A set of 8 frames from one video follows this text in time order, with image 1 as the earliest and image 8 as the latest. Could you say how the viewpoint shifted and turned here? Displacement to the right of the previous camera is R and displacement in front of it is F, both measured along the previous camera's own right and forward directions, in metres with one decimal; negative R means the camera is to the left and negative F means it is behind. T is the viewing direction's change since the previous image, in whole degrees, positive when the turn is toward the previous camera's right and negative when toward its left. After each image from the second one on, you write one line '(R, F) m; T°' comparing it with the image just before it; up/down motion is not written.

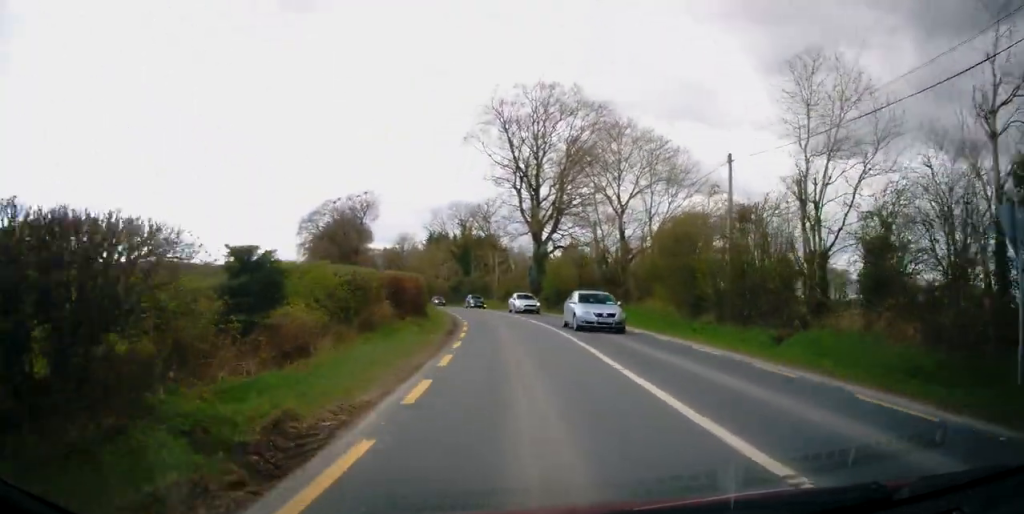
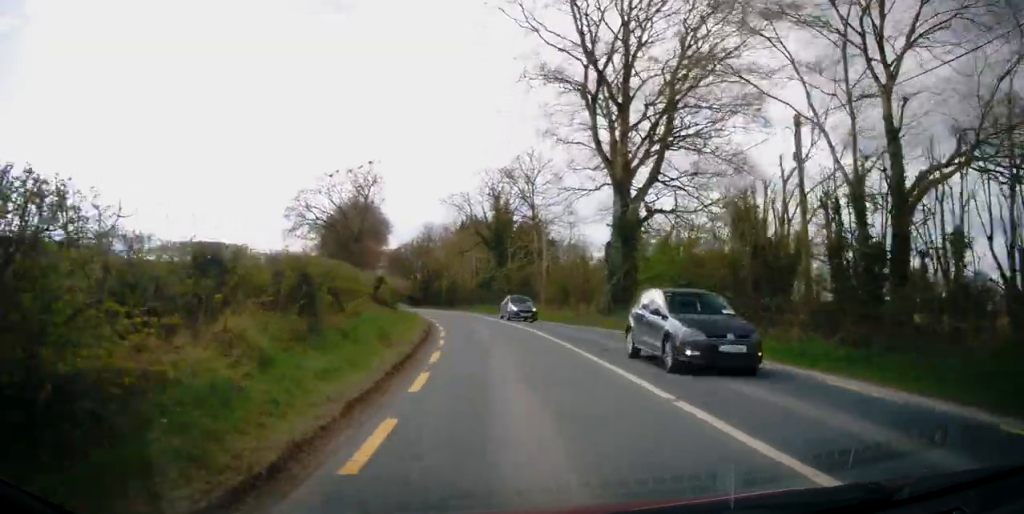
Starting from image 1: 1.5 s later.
(-0.9, +26.6) m; -5°
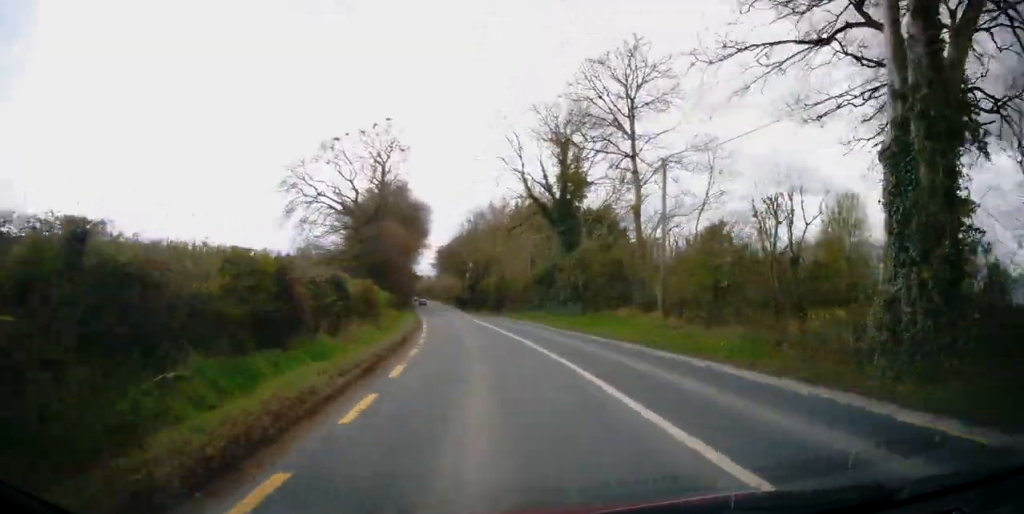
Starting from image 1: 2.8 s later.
(-0.9, +22.0) m; -5°
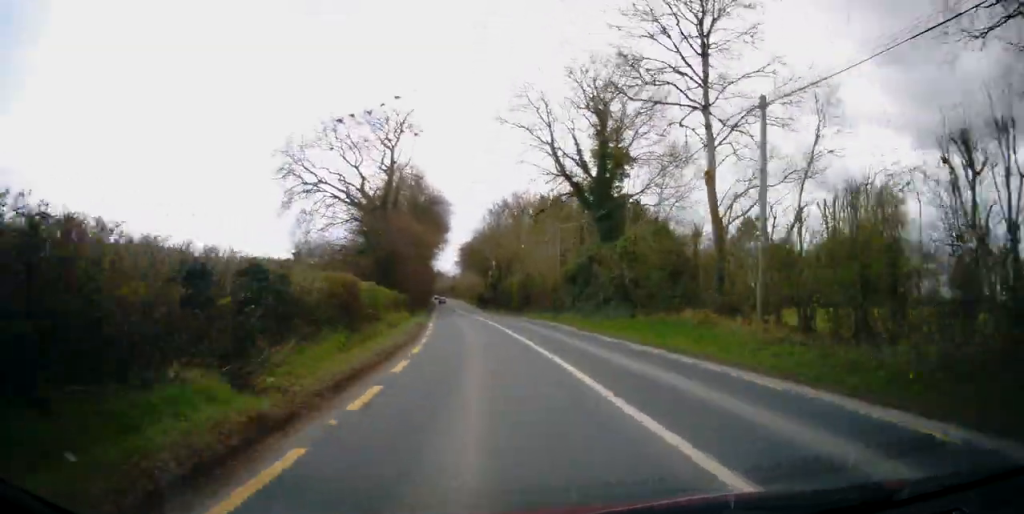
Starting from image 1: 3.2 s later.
(-0.1, +7.3) m; -2°
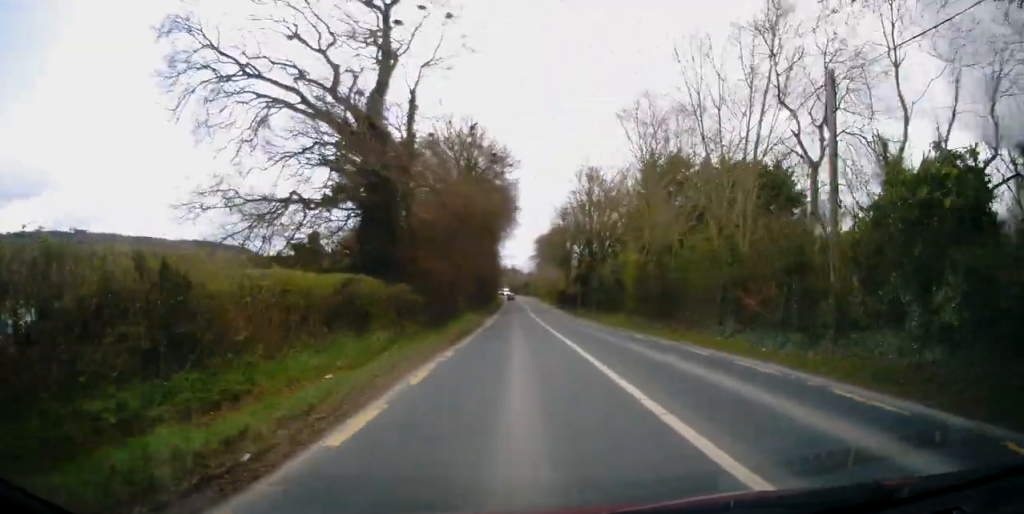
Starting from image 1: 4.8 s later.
(-2.1, +30.1) m; -5°
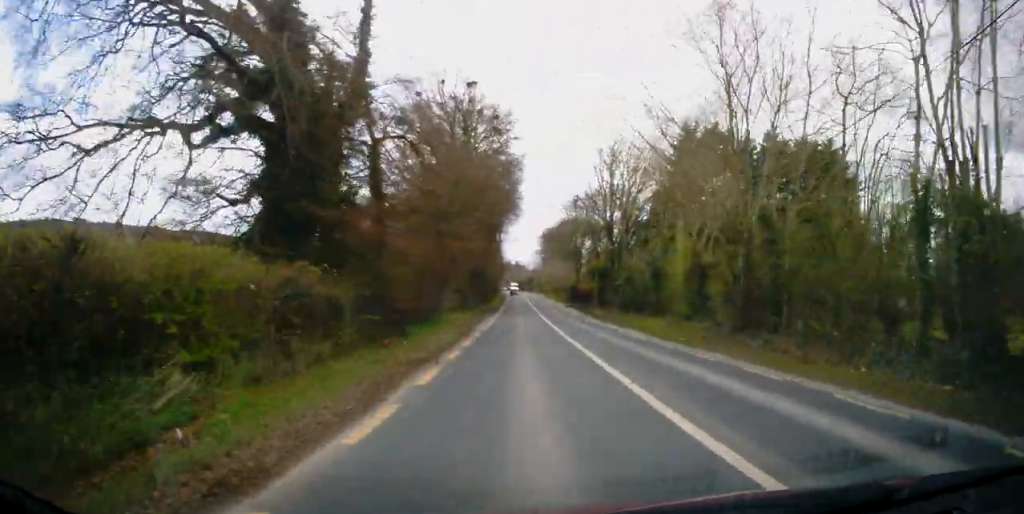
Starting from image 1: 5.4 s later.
(-0.4, +12.0) m; +4°
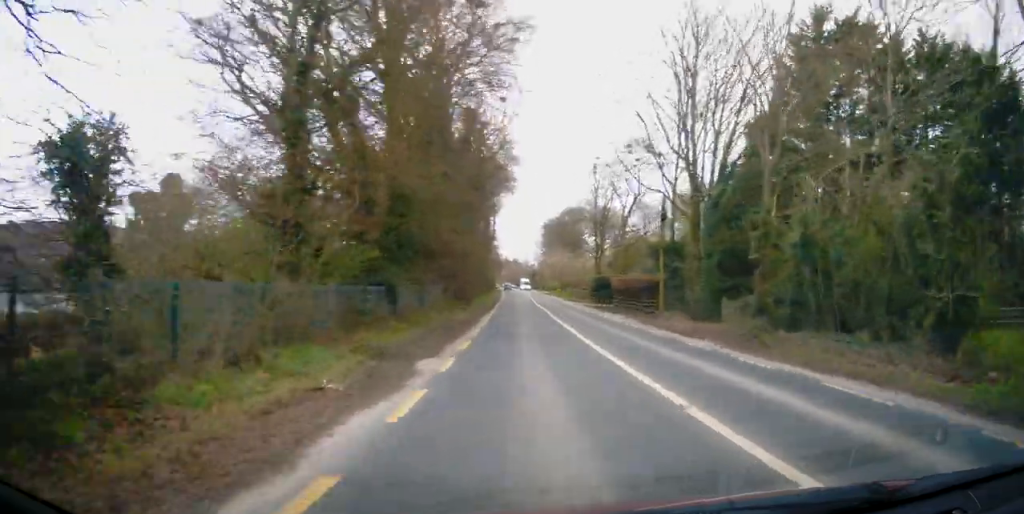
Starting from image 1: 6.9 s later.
(+0.5, +26.9) m; -9°
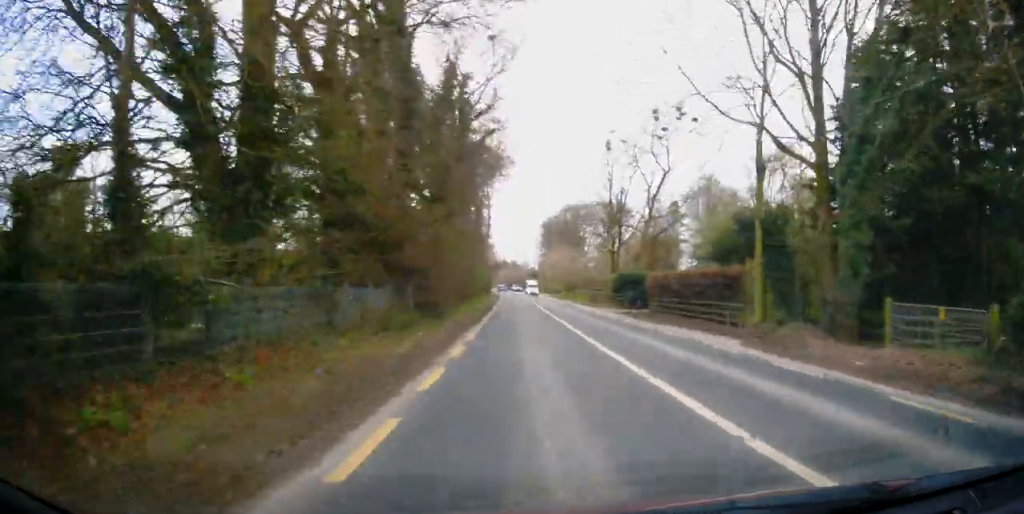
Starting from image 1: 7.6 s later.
(-3.3, +13.7) m; -5°
